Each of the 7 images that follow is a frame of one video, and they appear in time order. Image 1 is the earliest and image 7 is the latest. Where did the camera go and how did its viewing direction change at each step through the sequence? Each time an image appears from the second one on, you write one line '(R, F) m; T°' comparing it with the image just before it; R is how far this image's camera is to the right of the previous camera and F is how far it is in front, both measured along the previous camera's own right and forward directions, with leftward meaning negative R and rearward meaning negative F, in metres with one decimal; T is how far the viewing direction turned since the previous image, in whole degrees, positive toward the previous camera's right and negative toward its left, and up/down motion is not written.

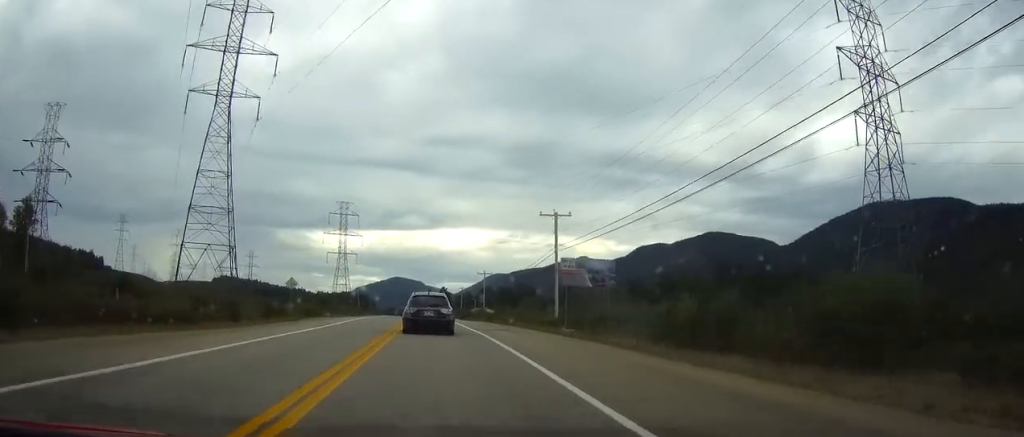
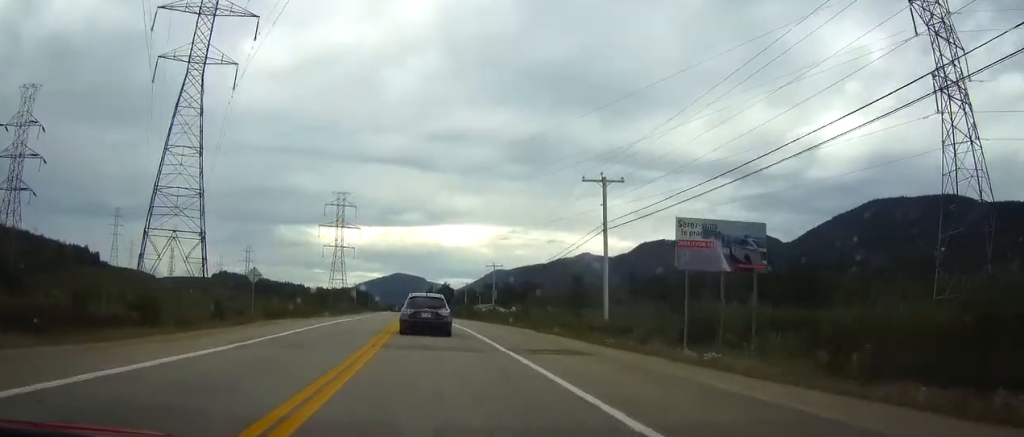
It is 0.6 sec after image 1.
(-0.1, +14.4) m; 0°
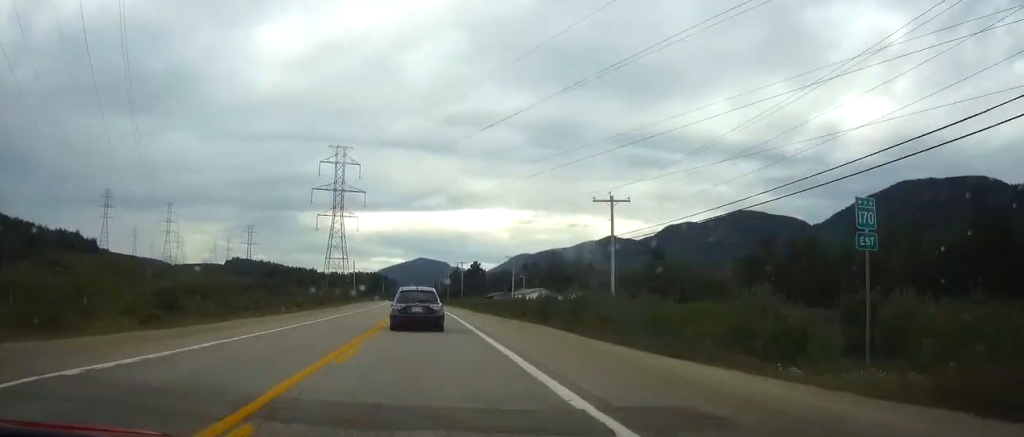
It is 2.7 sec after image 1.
(-0.7, +55.7) m; -2°
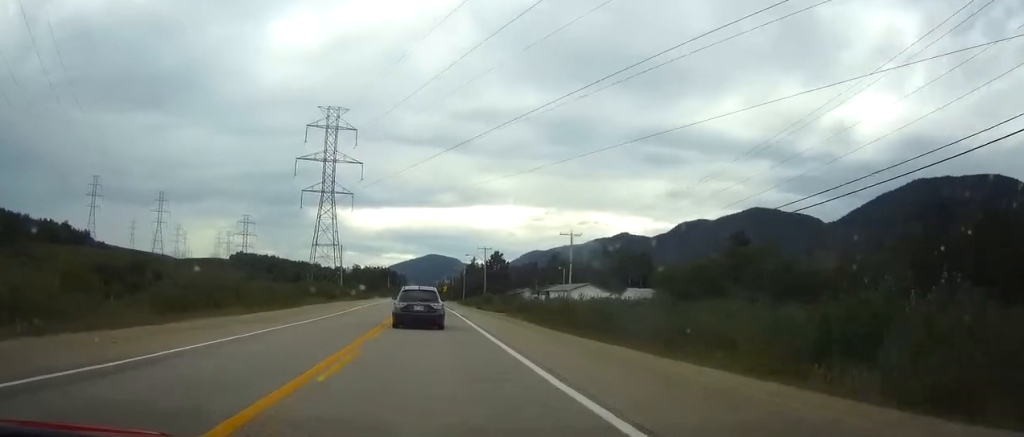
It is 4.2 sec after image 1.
(-0.3, +38.0) m; -1°
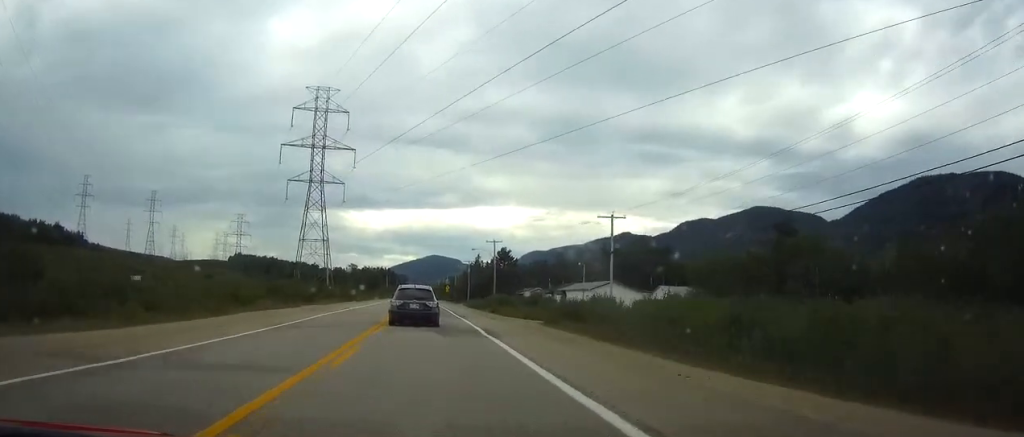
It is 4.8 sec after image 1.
(0.0, +16.4) m; 0°
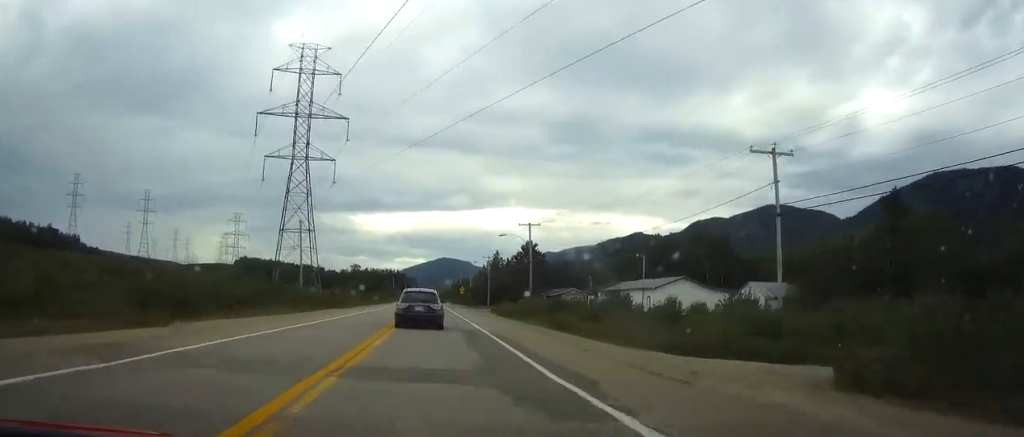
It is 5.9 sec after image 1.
(-0.1, +26.9) m; -1°
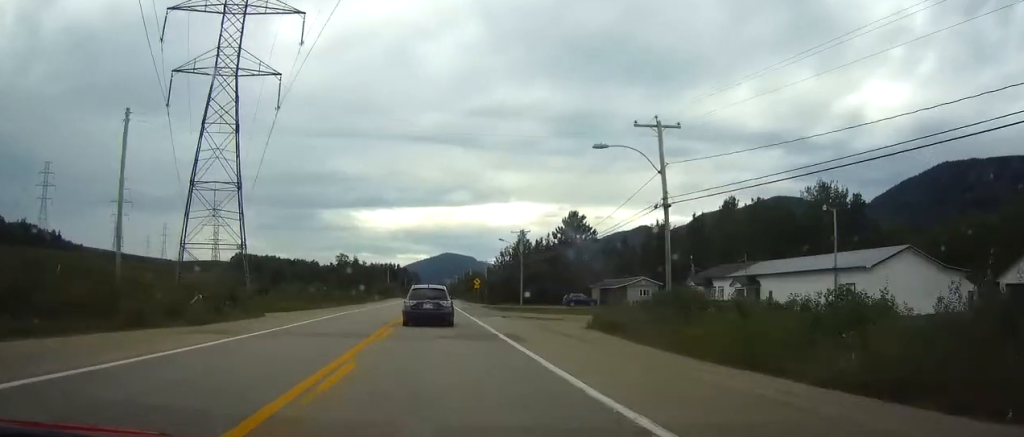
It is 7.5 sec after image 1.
(-0.4, +42.8) m; -1°
